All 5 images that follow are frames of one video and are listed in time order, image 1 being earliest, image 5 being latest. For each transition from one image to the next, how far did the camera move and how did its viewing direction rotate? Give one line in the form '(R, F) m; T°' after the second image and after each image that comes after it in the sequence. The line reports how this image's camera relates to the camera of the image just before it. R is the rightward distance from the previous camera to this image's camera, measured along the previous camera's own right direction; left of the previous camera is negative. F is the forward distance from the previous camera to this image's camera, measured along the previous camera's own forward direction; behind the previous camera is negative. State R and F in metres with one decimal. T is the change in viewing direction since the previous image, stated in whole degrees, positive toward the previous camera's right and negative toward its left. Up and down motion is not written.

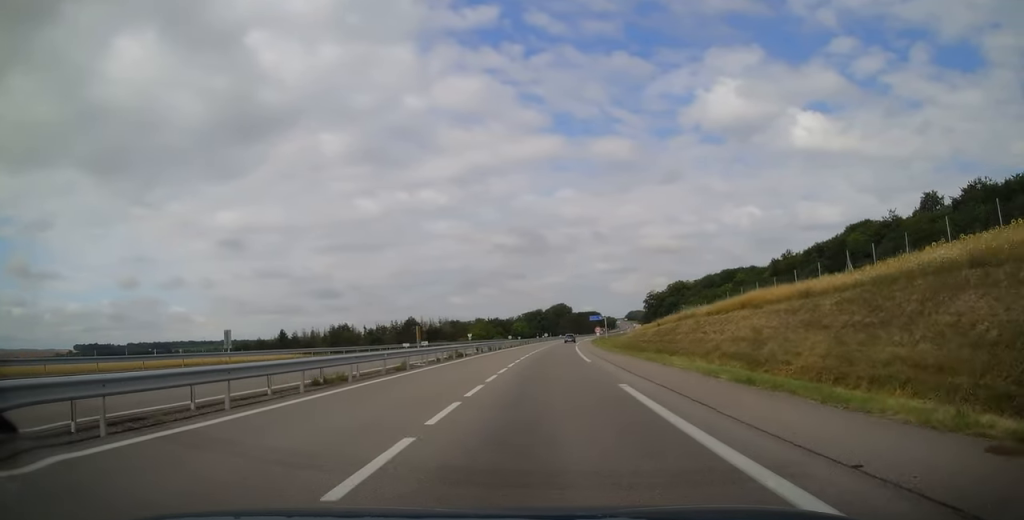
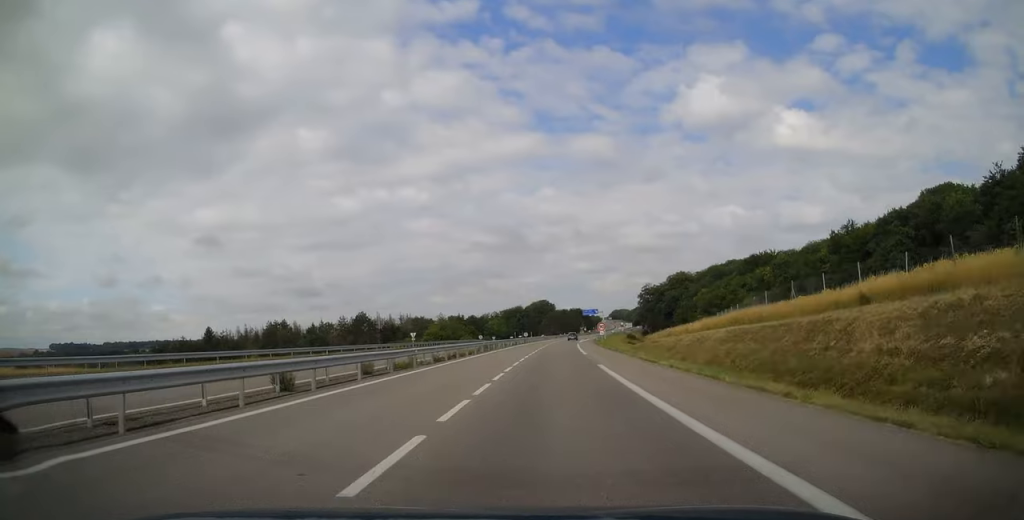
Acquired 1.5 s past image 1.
(+0.7, +43.3) m; +2°
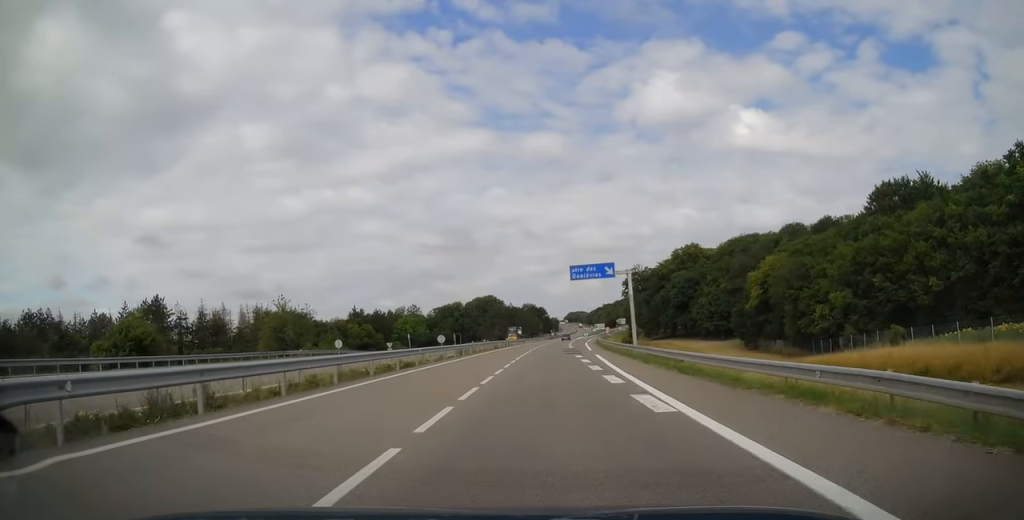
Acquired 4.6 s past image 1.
(+3.8, +92.3) m; +4°
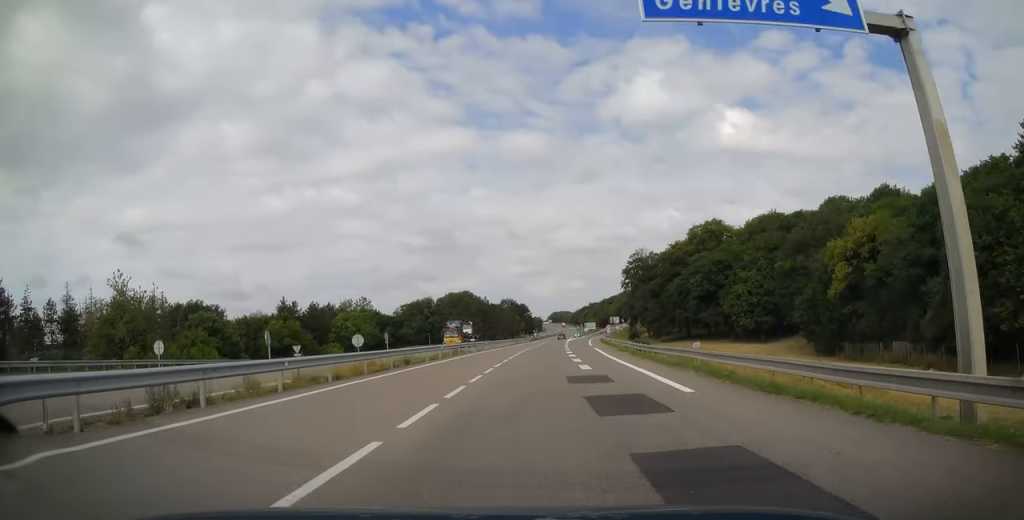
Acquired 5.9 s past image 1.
(+0.2, +38.8) m; +1°
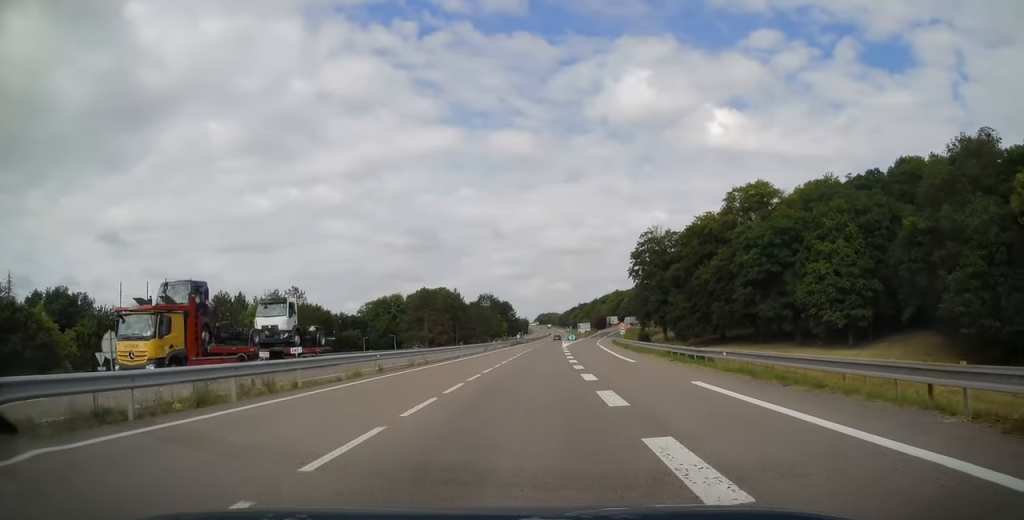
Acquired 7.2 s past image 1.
(+0.8, +37.8) m; +2°
